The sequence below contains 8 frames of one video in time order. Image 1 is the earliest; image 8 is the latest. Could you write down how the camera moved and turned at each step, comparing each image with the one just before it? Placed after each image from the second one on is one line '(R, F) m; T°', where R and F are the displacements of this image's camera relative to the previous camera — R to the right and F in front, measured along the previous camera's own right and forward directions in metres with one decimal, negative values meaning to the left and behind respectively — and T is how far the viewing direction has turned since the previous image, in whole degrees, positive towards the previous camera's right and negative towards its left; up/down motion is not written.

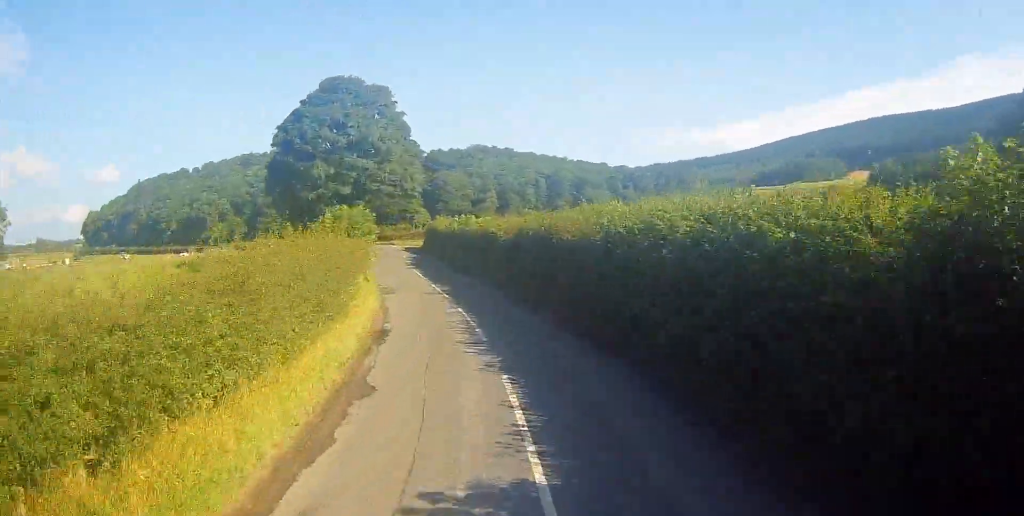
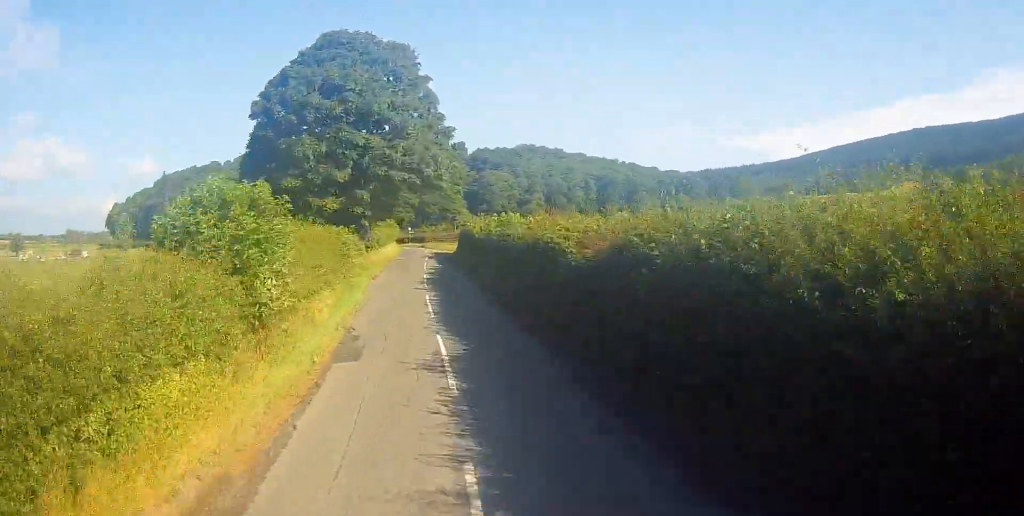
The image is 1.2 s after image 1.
(0.0, +10.2) m; 0°
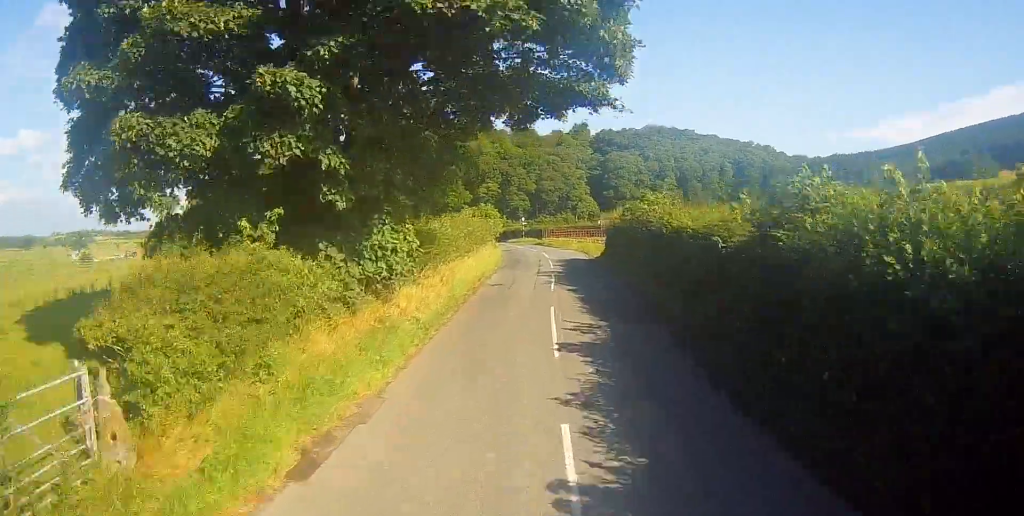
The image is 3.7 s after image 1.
(0.0, +21.1) m; 0°
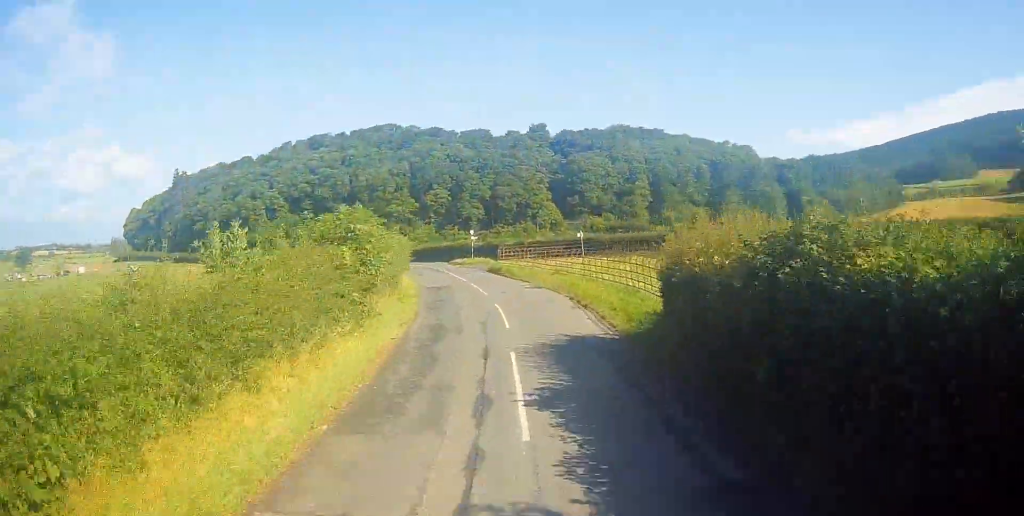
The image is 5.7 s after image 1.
(+0.2, +21.1) m; -3°
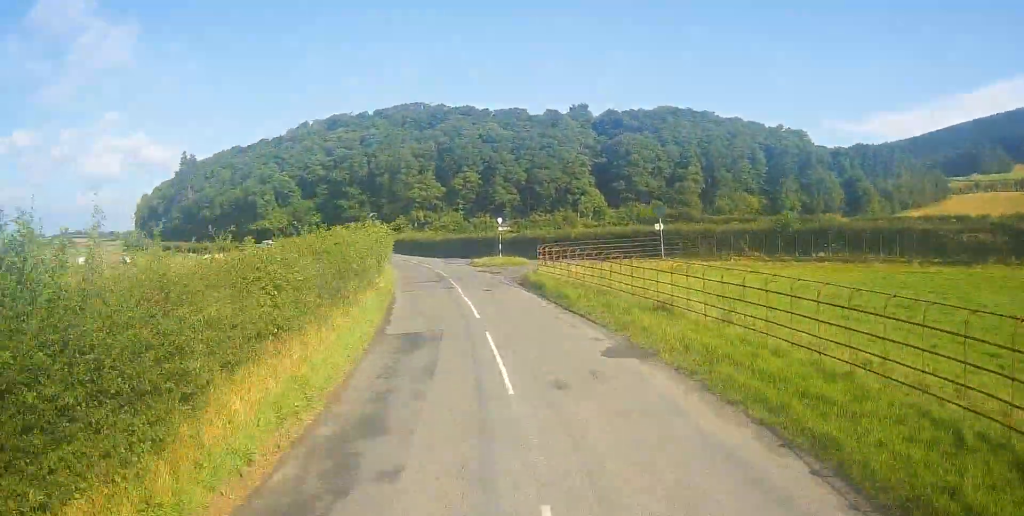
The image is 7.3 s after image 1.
(-0.9, +21.1) m; -6°
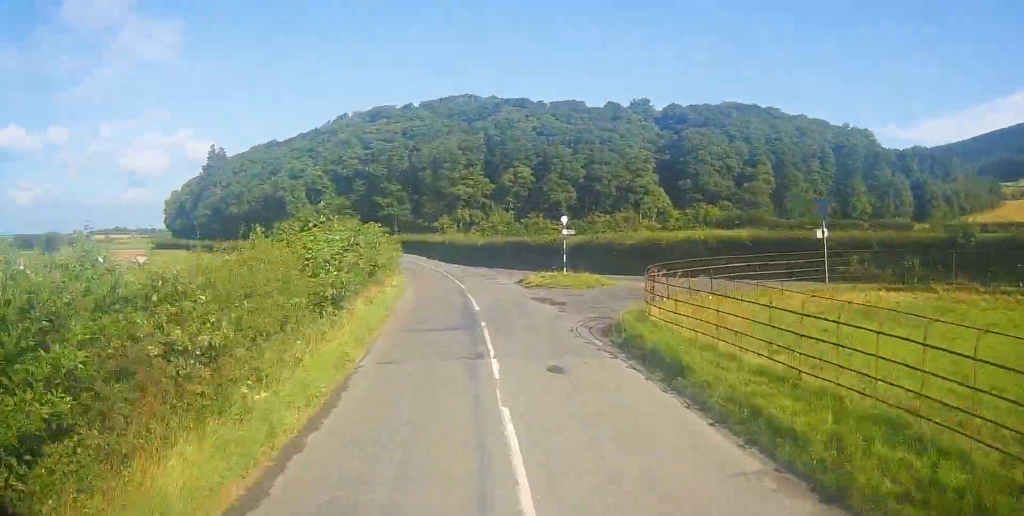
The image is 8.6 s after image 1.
(+0.8, +18.7) m; -6°
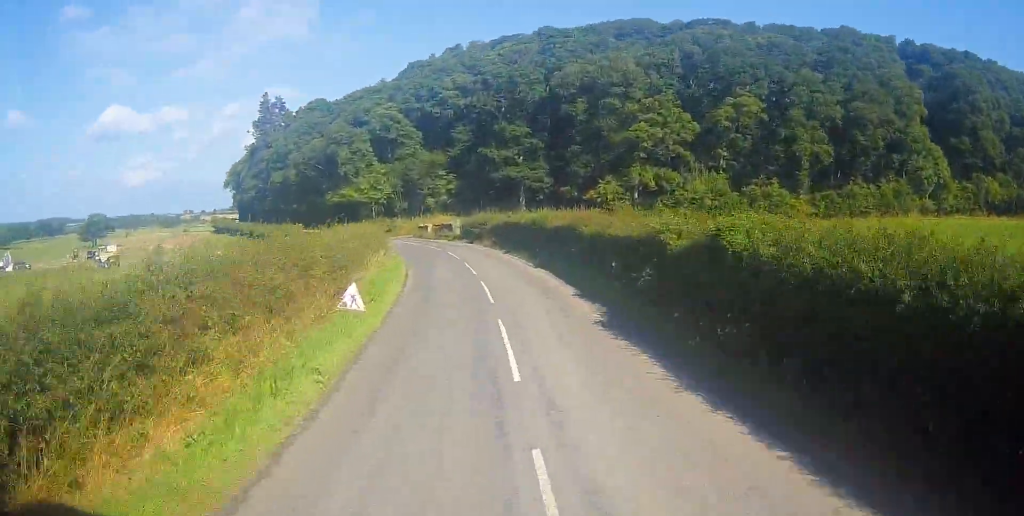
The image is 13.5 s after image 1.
(-12.9, +68.2) m; -13°
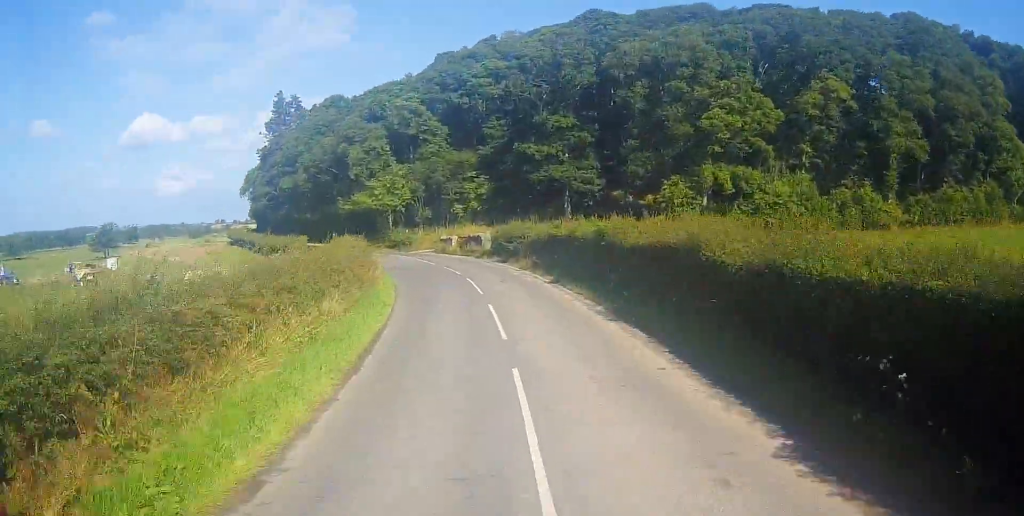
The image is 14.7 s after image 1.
(-0.1, +15.7) m; -3°
